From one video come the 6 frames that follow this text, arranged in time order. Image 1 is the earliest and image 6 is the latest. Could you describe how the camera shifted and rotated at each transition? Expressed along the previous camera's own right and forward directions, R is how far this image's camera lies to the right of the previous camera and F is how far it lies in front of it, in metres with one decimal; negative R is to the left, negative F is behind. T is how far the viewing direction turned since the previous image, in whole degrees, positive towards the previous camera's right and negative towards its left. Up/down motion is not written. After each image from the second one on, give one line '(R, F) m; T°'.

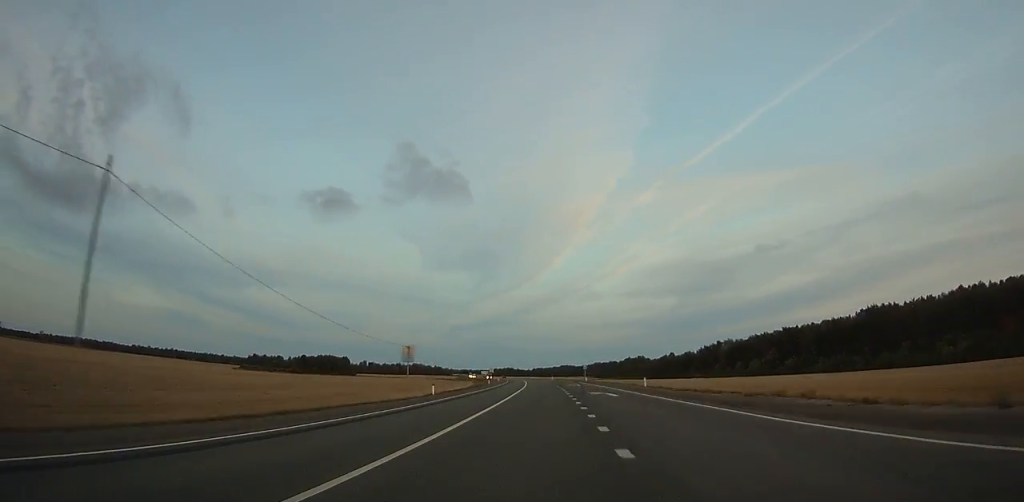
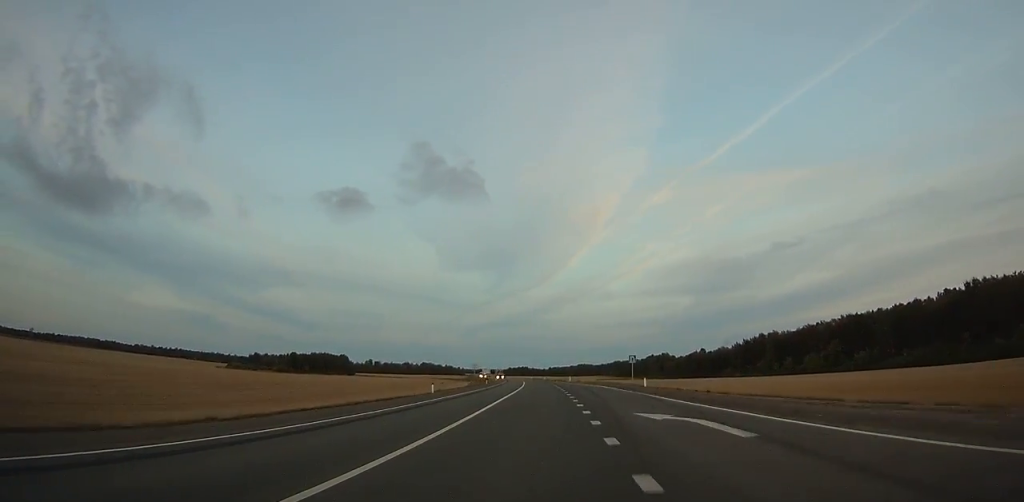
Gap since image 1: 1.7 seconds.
(-0.1, +48.5) m; -2°
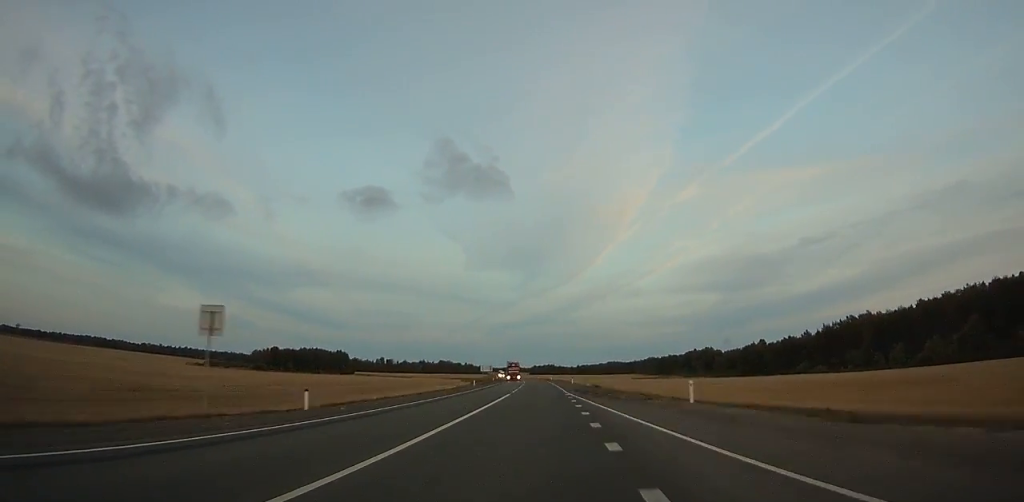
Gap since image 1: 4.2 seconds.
(-2.1, +71.8) m; -3°
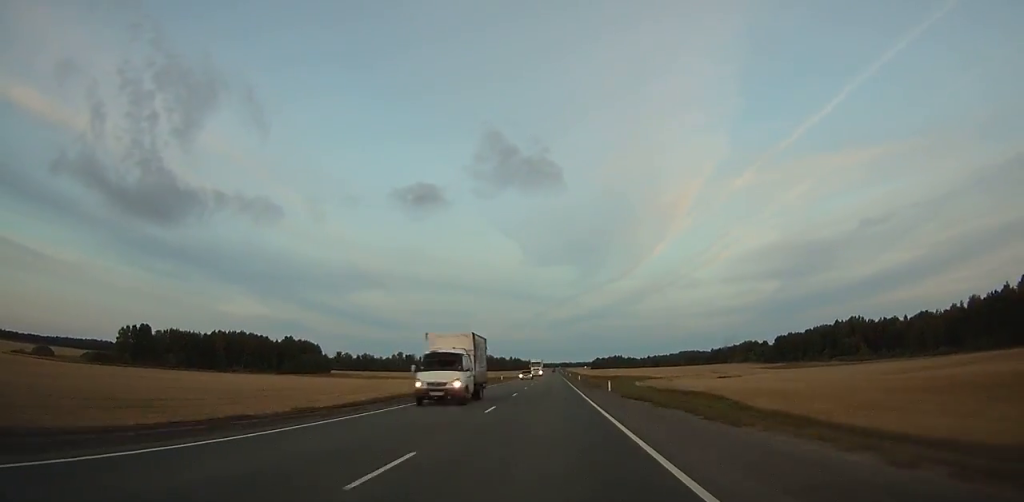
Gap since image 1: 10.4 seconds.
(-9.8, +174.7) m; -6°
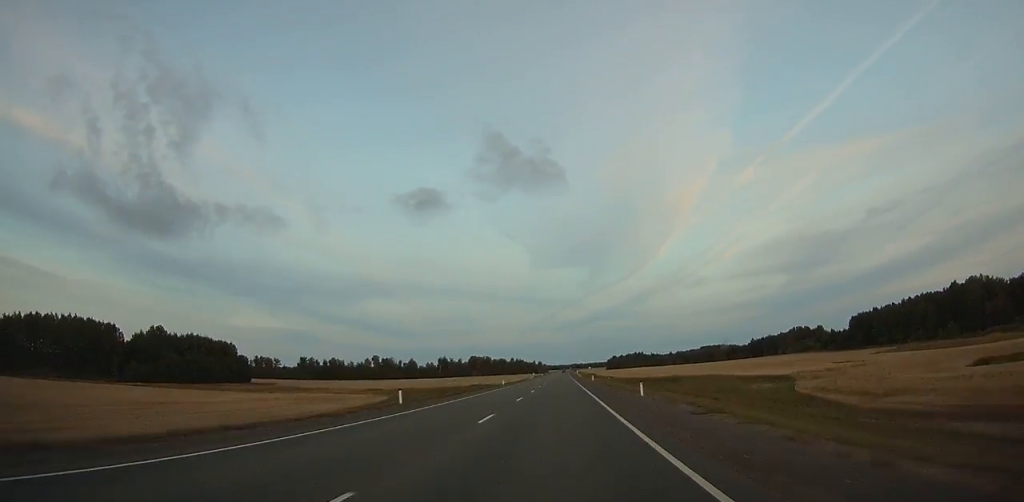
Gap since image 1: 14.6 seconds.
(-2.1, +111.1) m; -1°
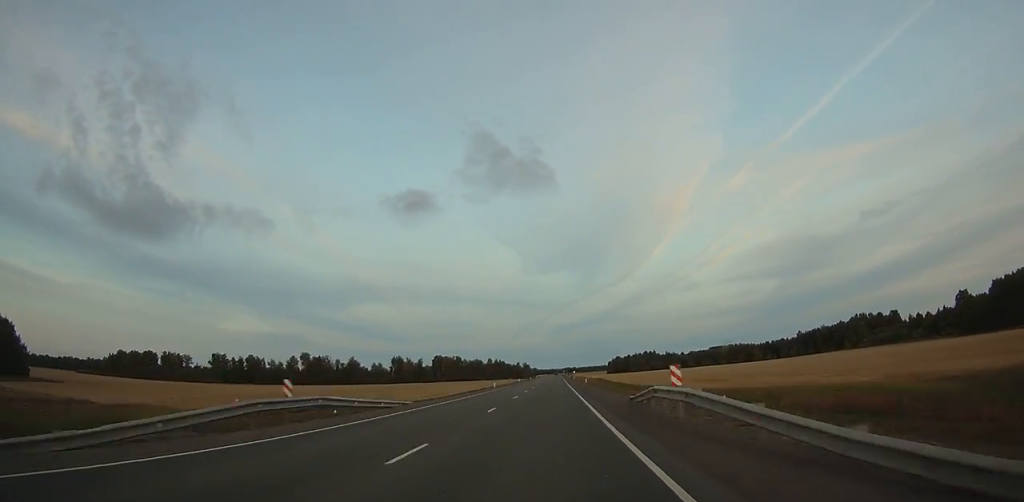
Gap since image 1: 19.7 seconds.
(+1.0, +128.7) m; +1°
